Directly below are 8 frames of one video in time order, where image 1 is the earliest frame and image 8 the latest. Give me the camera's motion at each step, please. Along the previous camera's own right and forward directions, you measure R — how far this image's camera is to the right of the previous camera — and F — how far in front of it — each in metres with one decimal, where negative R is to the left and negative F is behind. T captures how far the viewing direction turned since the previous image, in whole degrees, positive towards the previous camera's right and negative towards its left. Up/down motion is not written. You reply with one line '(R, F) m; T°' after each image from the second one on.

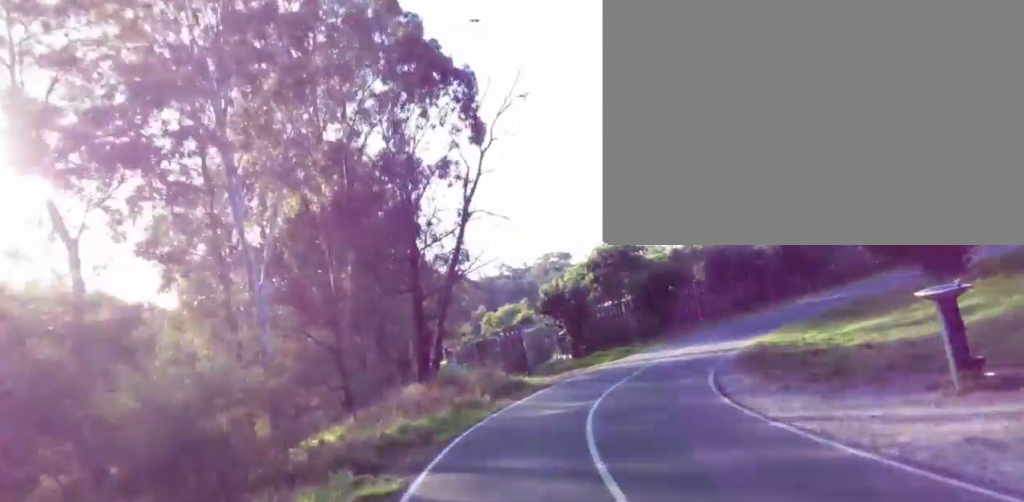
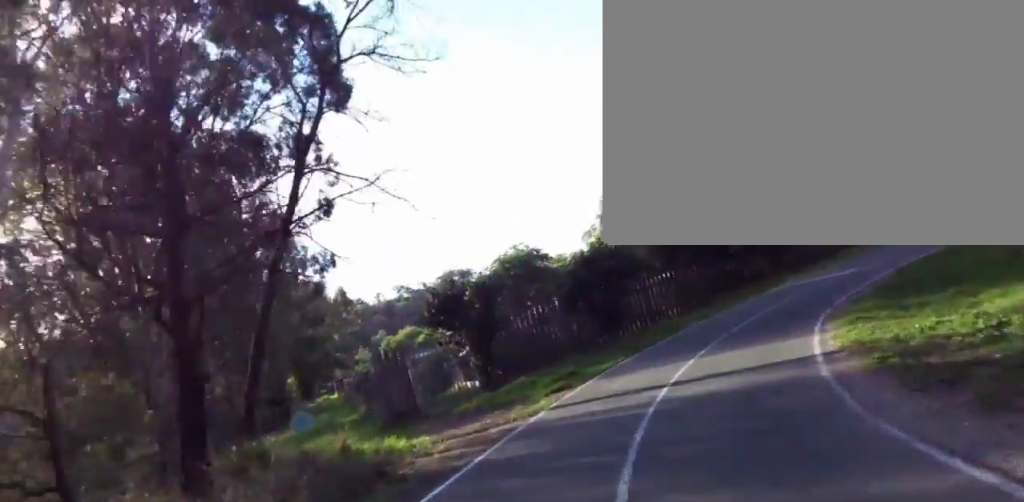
(-1.6, +6.0) m; -14°
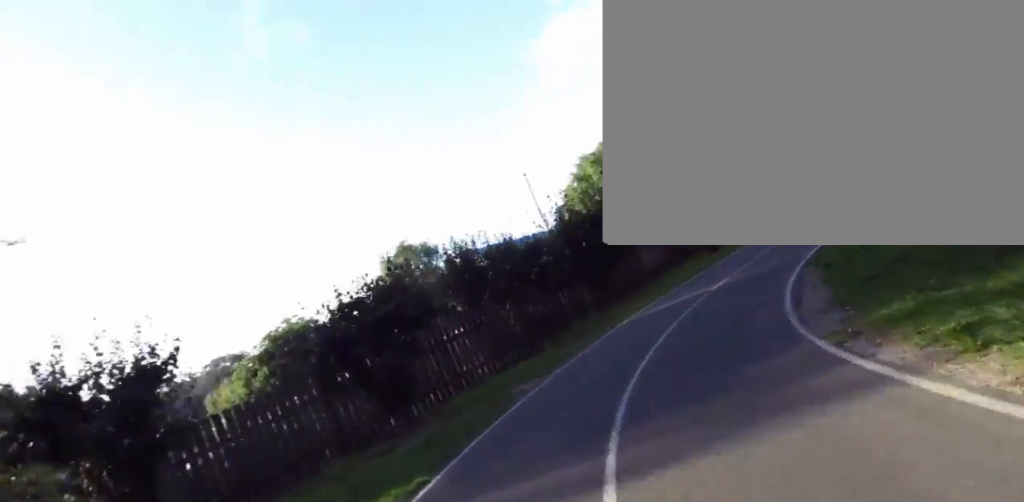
(-0.4, +5.9) m; +1°
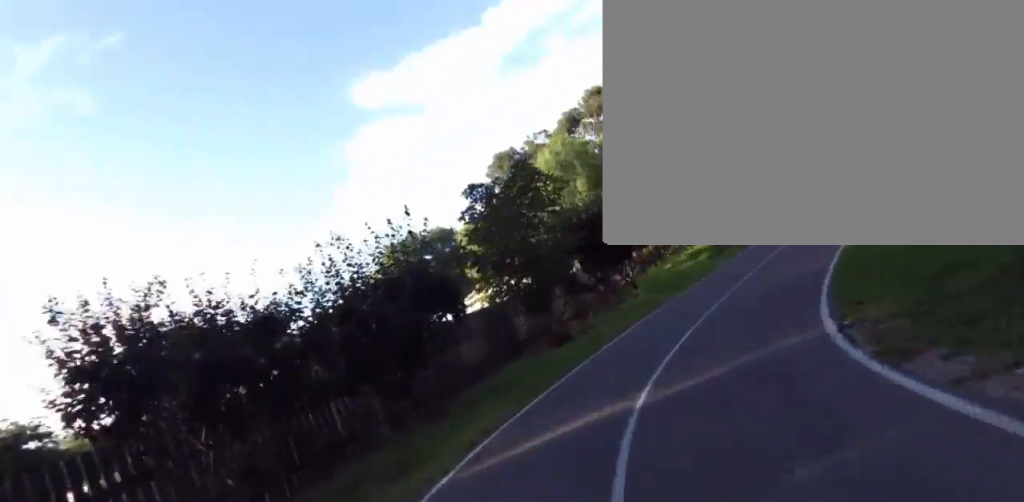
(-0.1, +6.4) m; +12°
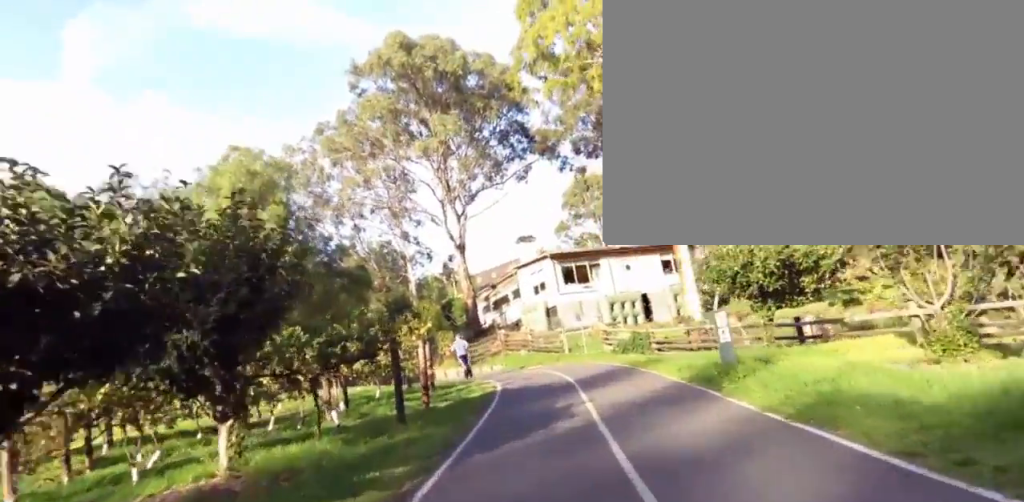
(+9.7, +12.9) m; +59°
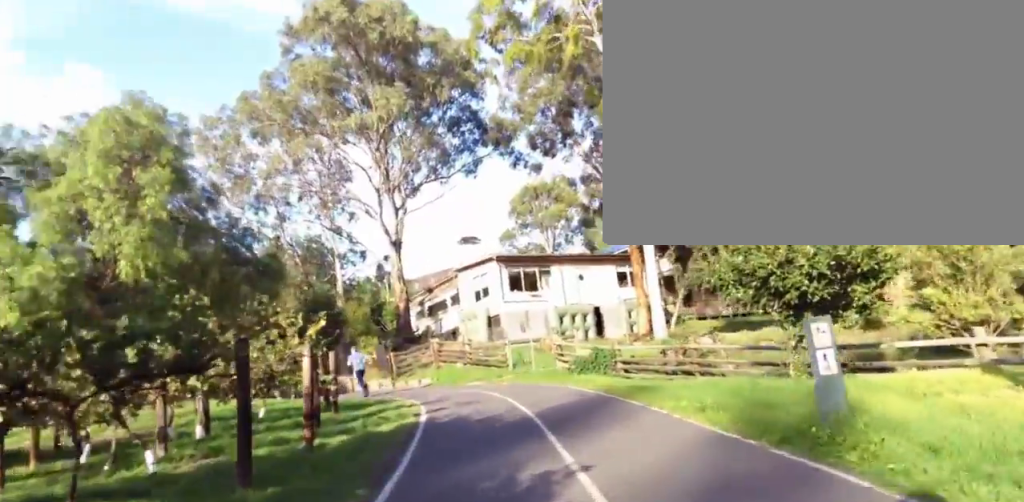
(+0.3, +4.6) m; -1°
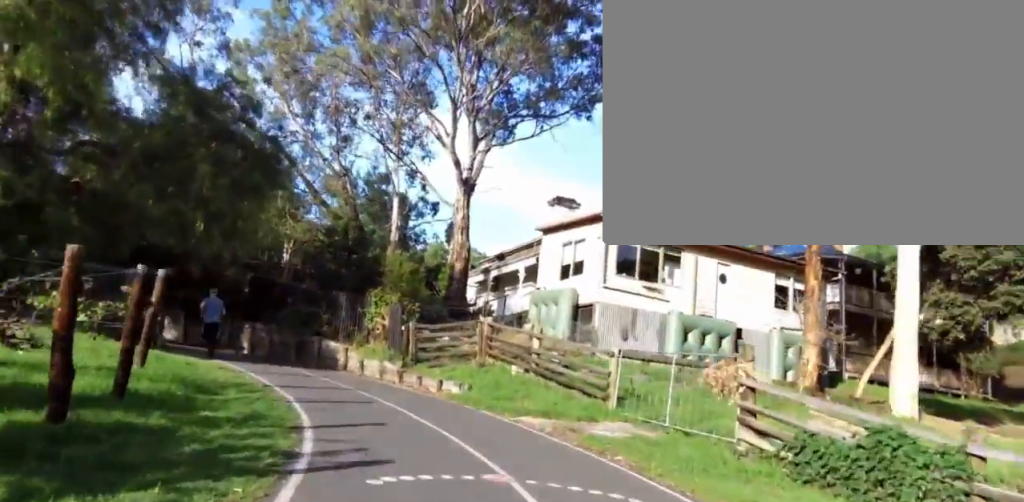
(-1.1, +10.5) m; -14°
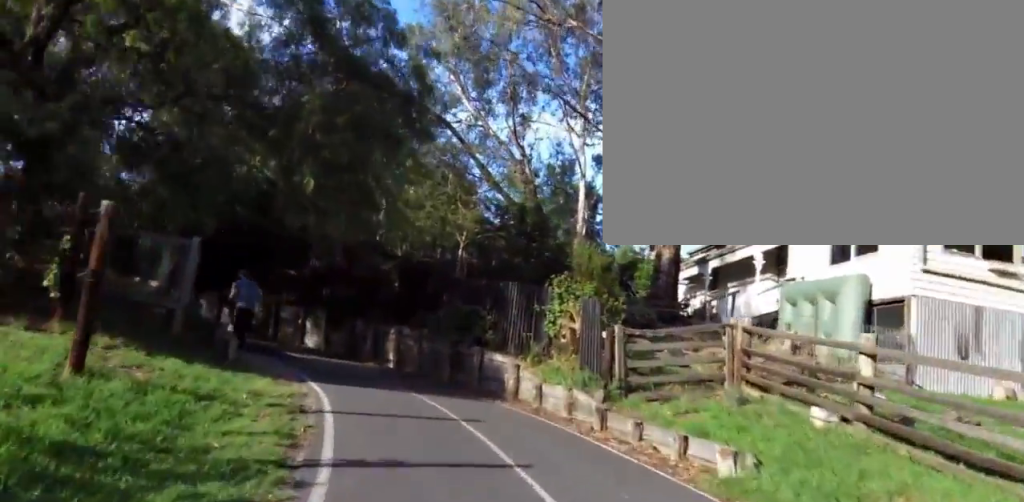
(-0.5, +5.6) m; -14°
